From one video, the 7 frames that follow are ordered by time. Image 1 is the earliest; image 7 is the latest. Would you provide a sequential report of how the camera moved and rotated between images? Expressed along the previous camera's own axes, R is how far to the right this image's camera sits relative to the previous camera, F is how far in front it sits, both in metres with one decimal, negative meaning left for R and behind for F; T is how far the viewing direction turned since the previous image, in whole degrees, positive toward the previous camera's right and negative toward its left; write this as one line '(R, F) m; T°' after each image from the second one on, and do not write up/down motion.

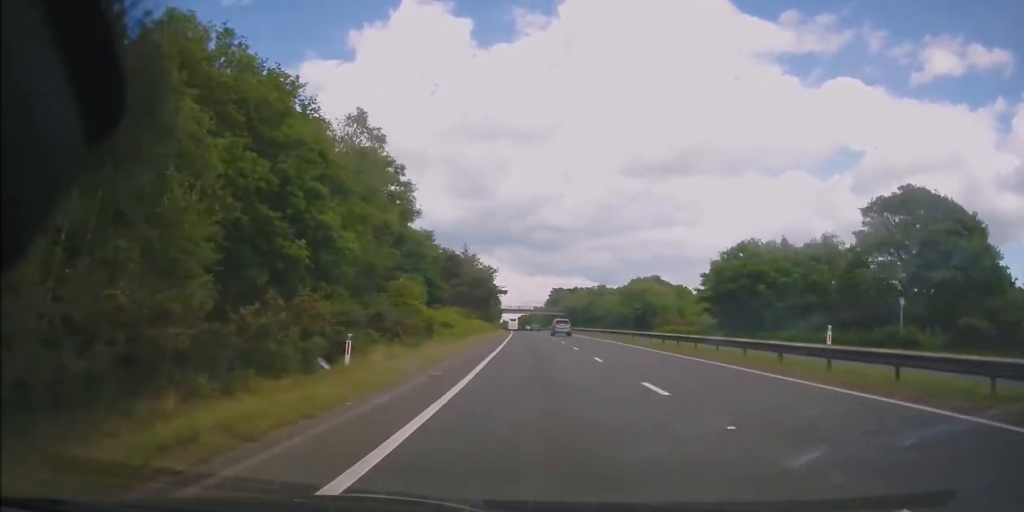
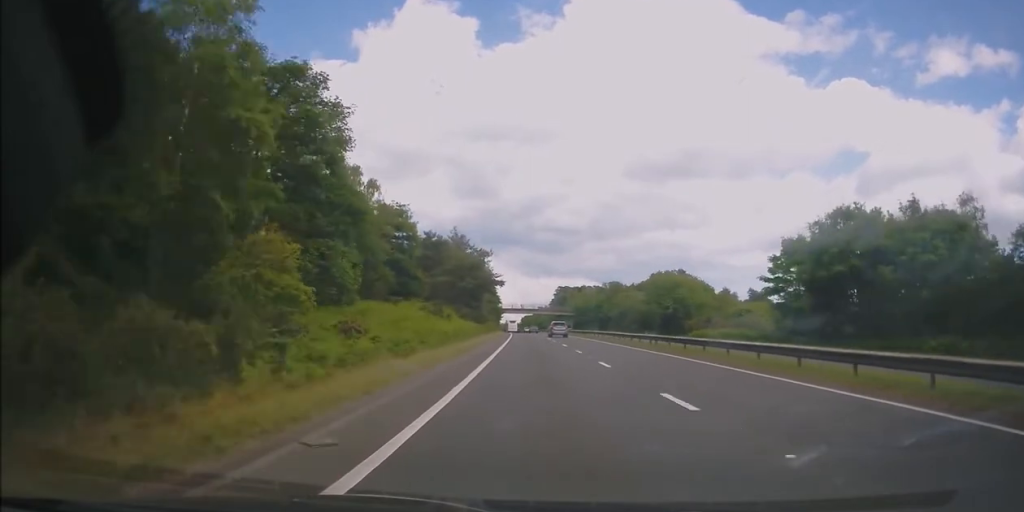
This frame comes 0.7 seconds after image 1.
(0.0, +20.5) m; 0°
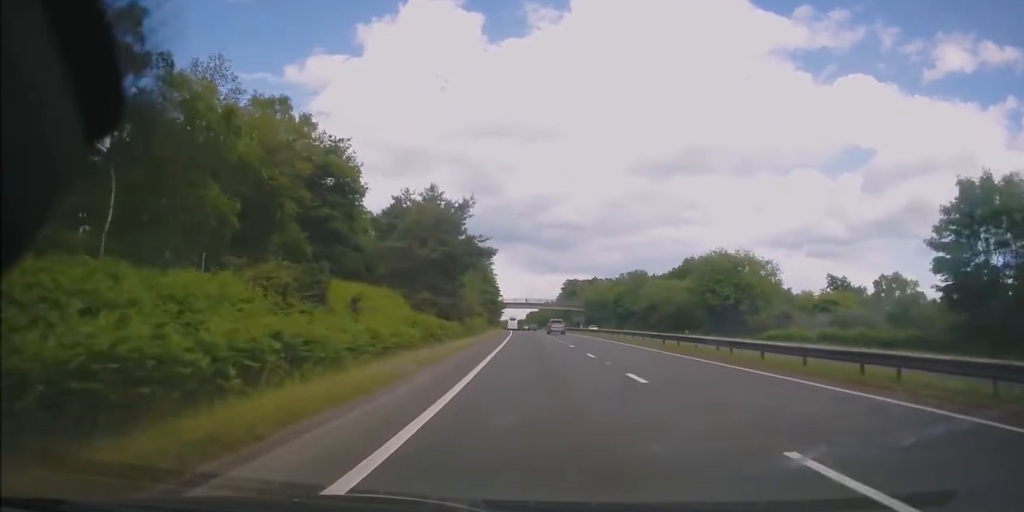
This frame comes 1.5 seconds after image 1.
(-0.1, +24.2) m; -1°
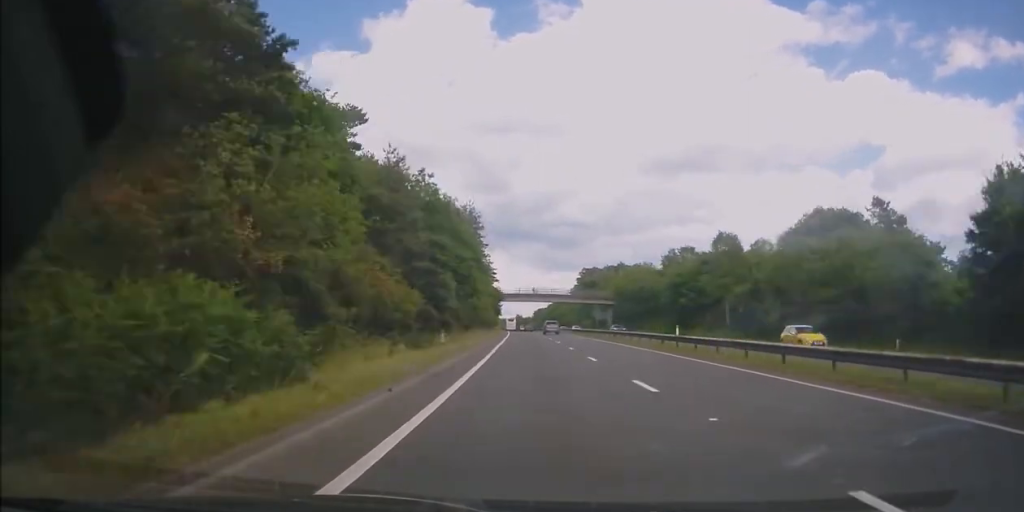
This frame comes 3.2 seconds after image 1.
(-0.7, +48.4) m; -1°
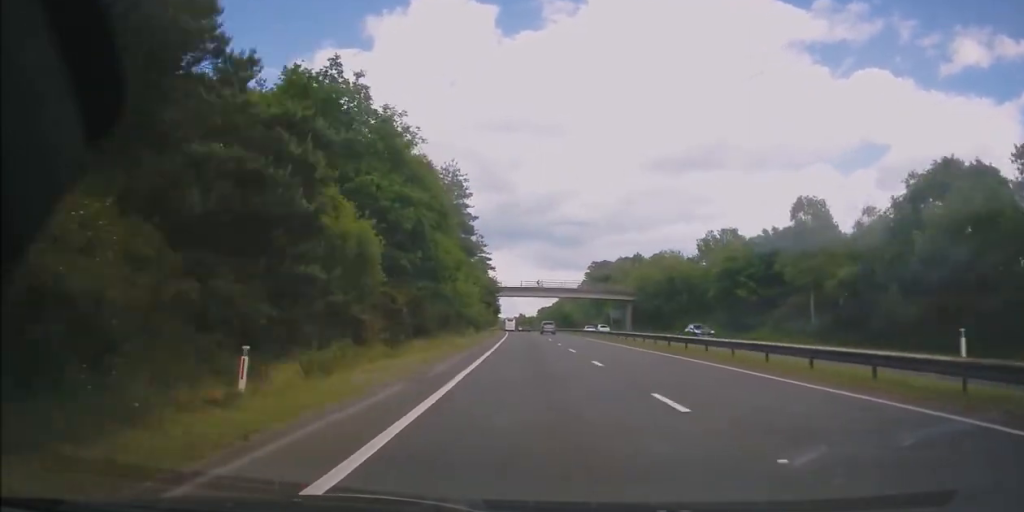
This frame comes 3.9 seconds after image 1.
(0.0, +21.4) m; 0°
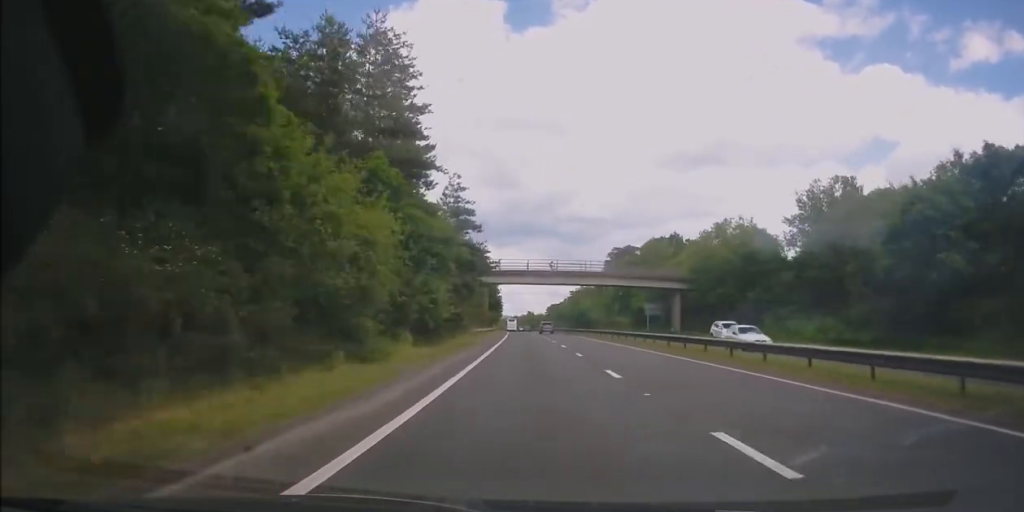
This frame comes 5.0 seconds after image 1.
(0.0, +32.3) m; -1°
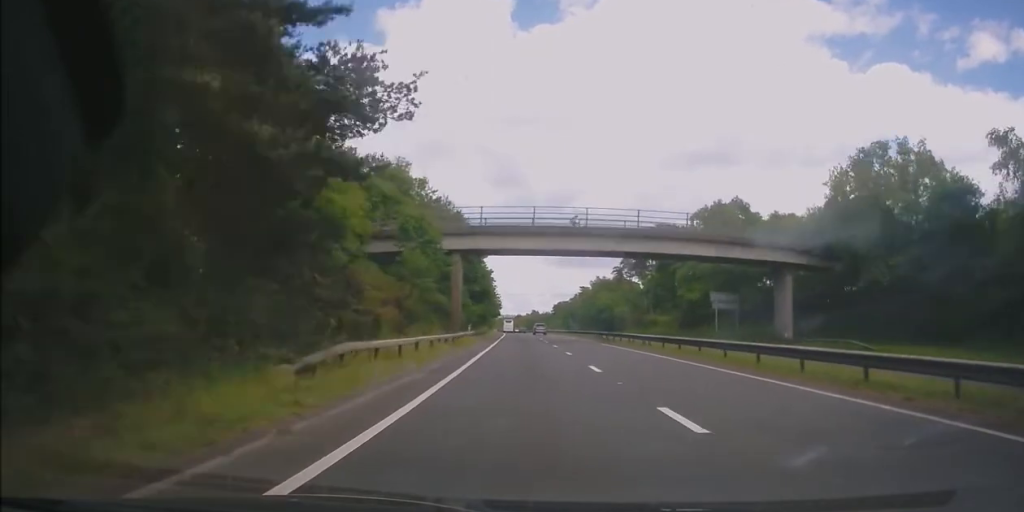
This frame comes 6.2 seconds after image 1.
(-0.5, +35.4) m; -1°
